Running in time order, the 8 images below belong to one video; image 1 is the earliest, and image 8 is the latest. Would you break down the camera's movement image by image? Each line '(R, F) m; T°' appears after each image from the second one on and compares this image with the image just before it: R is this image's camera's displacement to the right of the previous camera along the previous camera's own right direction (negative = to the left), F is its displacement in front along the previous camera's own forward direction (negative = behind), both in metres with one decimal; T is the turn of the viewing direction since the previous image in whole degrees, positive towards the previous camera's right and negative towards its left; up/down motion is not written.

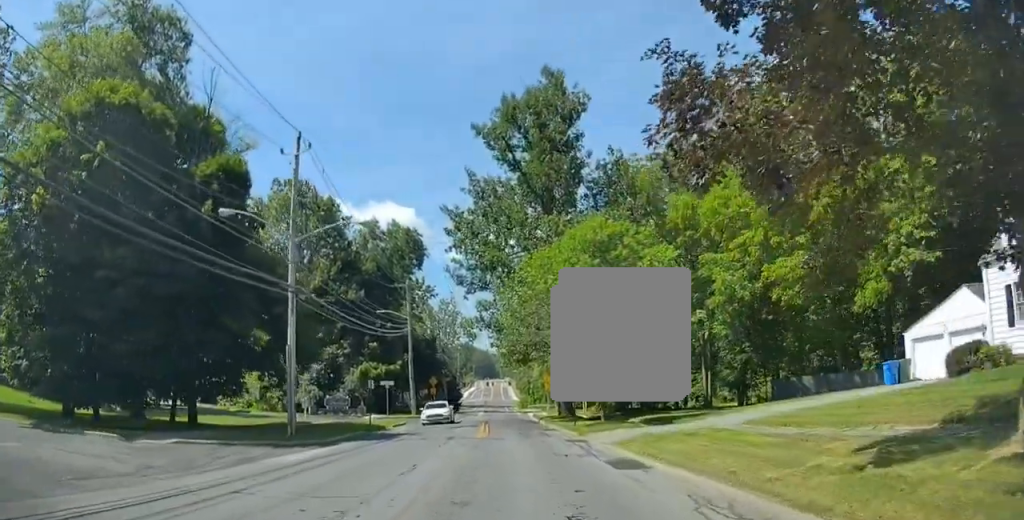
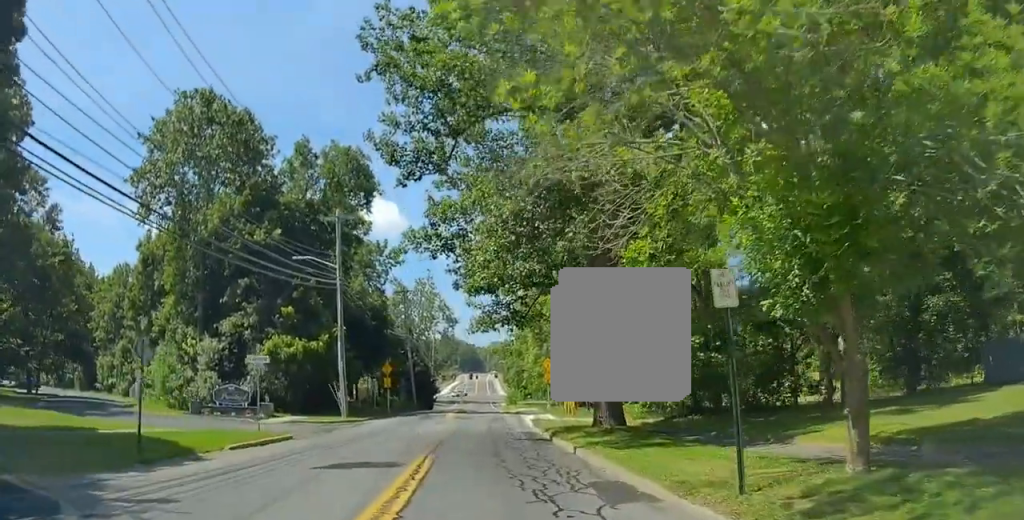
(-0.2, +23.1) m; +2°
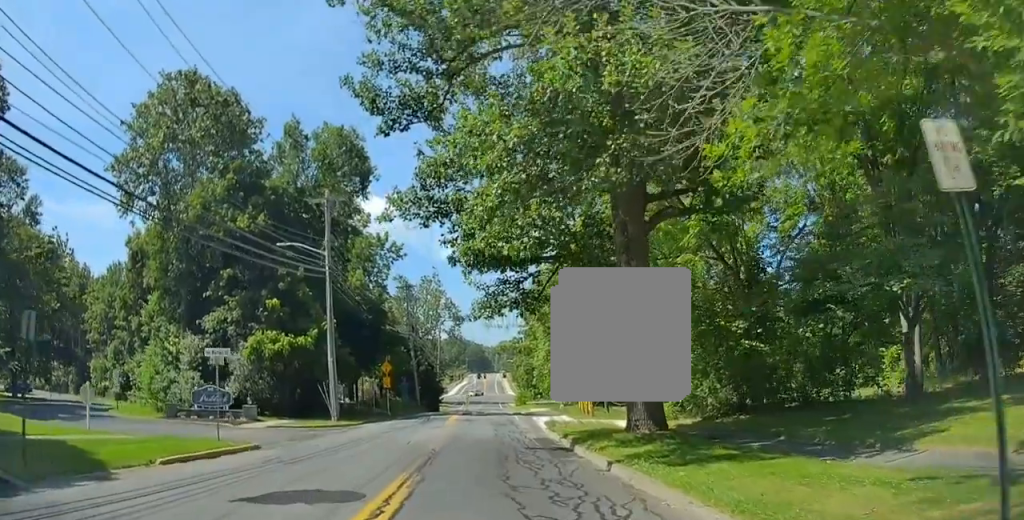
(0.0, +4.3) m; 0°
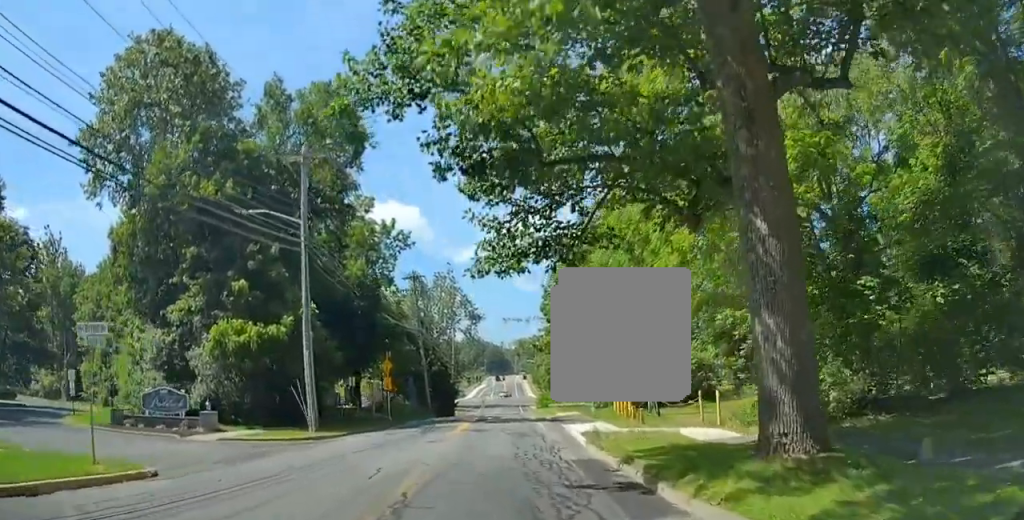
(0.0, +7.5) m; -3°
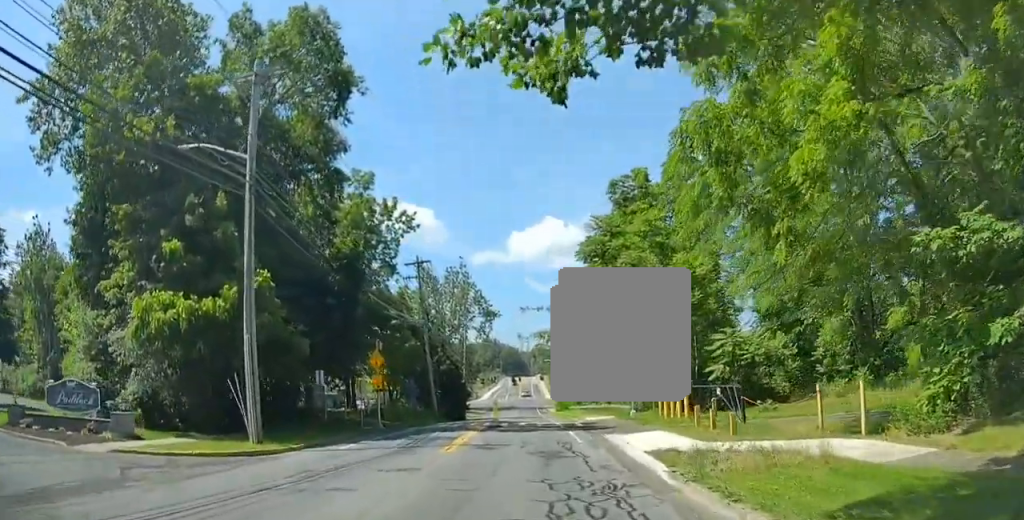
(-0.4, +8.8) m; +2°
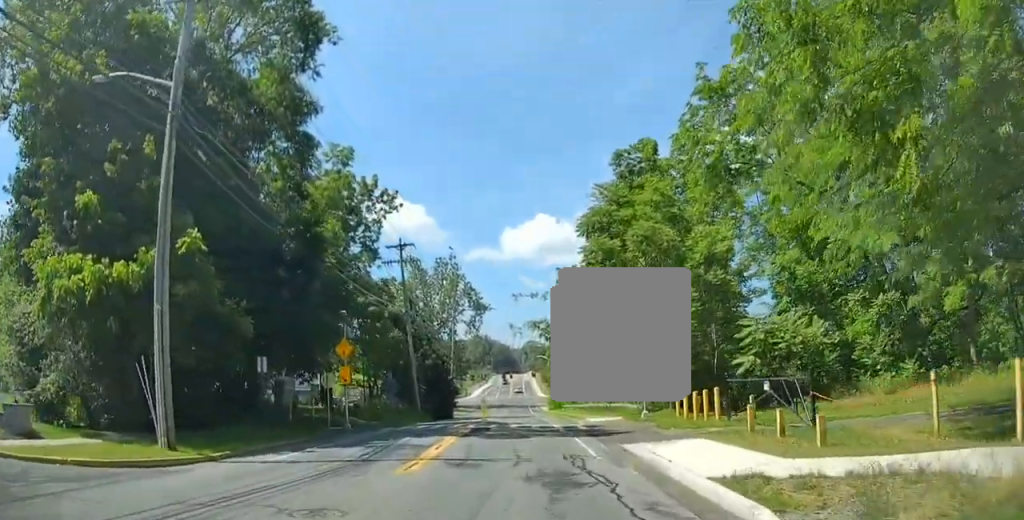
(+0.4, +5.3) m; 0°
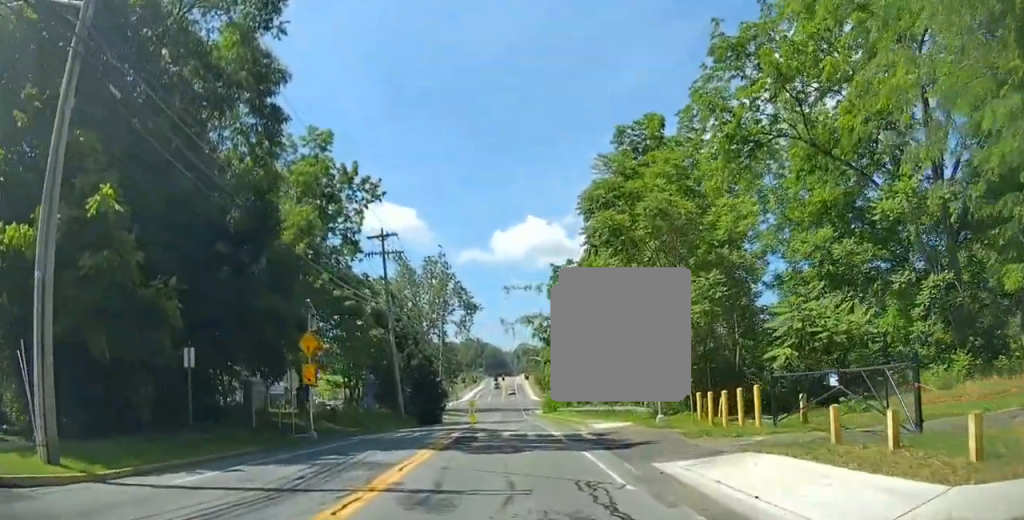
(+0.3, +4.5) m; 0°
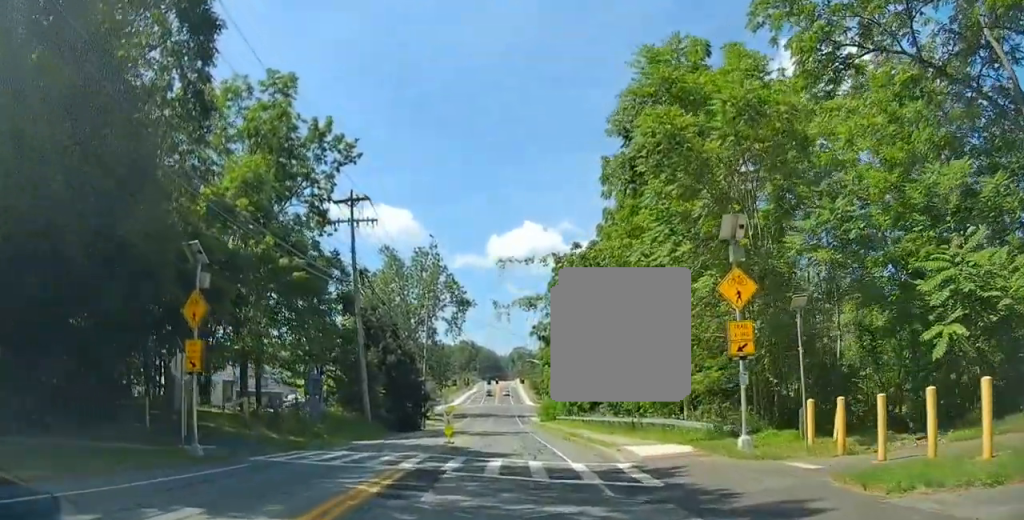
(-0.8, +9.9) m; -3°
